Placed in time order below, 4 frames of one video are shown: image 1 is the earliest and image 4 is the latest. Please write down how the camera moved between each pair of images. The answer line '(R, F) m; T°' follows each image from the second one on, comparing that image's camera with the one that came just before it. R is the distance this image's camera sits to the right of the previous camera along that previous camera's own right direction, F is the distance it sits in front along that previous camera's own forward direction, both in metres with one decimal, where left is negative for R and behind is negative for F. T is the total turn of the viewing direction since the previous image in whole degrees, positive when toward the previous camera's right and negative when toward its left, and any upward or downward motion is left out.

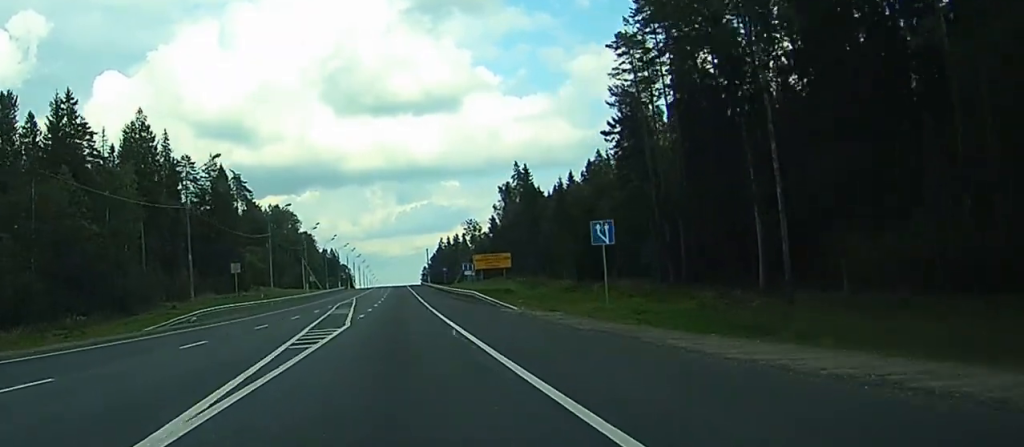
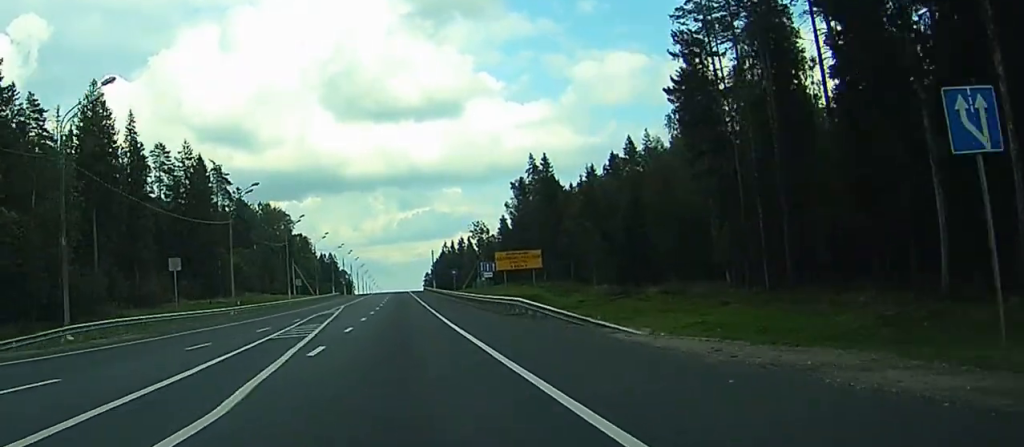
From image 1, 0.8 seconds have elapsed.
(-0.1, +23.7) m; 0°
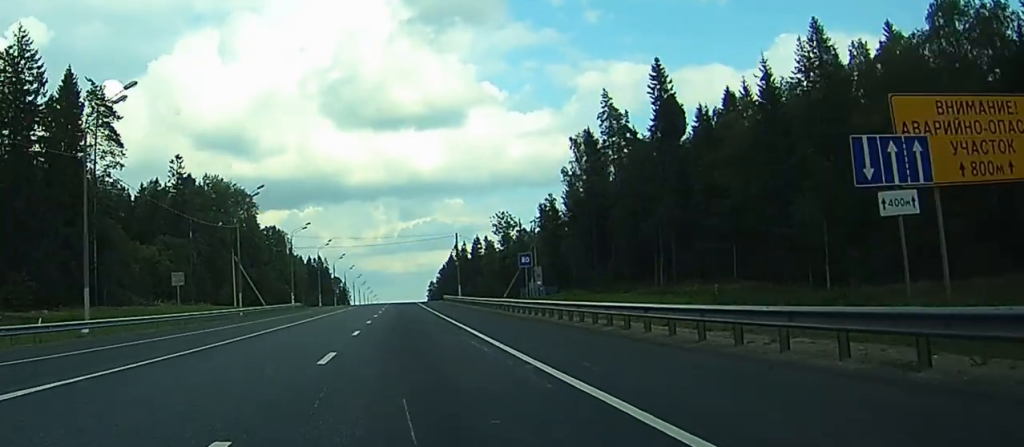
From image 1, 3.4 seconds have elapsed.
(-0.2, +74.0) m; 0°
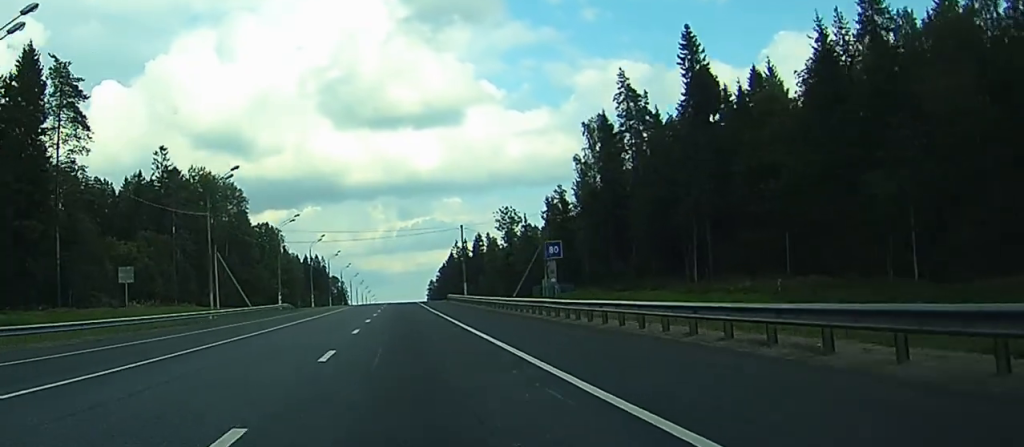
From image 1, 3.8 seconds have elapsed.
(0.0, +11.4) m; 0°
